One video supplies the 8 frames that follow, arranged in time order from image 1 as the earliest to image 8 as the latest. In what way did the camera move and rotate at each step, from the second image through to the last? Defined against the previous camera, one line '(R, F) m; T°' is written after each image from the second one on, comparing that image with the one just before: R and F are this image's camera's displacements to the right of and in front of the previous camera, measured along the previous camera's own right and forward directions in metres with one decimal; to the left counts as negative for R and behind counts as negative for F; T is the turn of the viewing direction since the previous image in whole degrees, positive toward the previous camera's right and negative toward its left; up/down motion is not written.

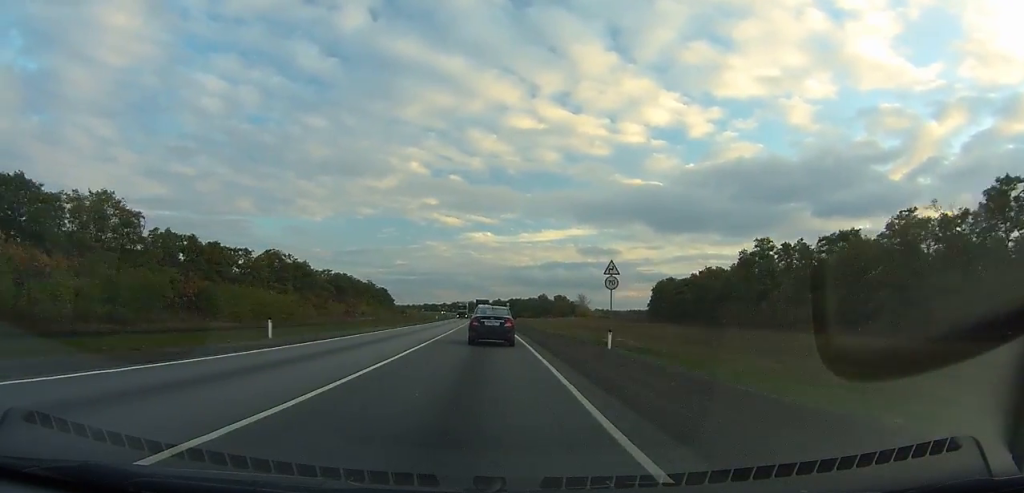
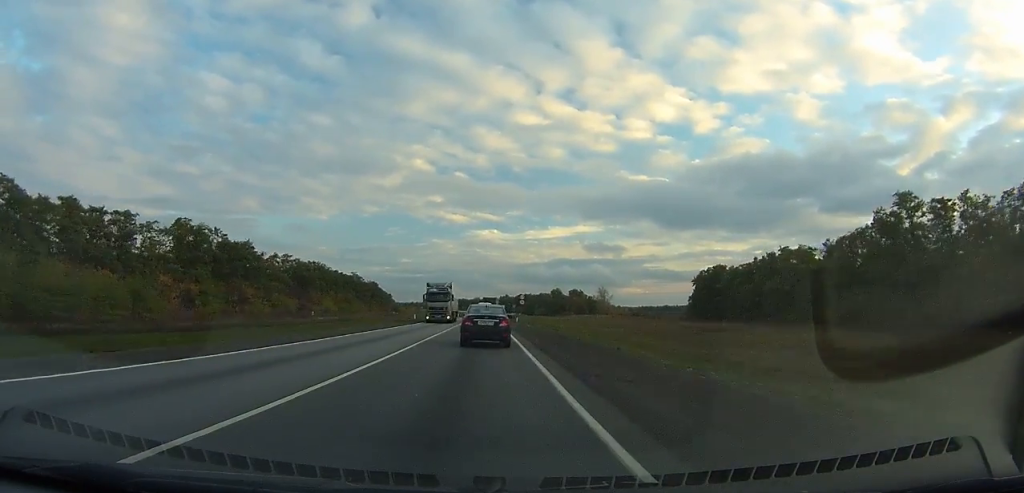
(-0.2, +37.3) m; -1°
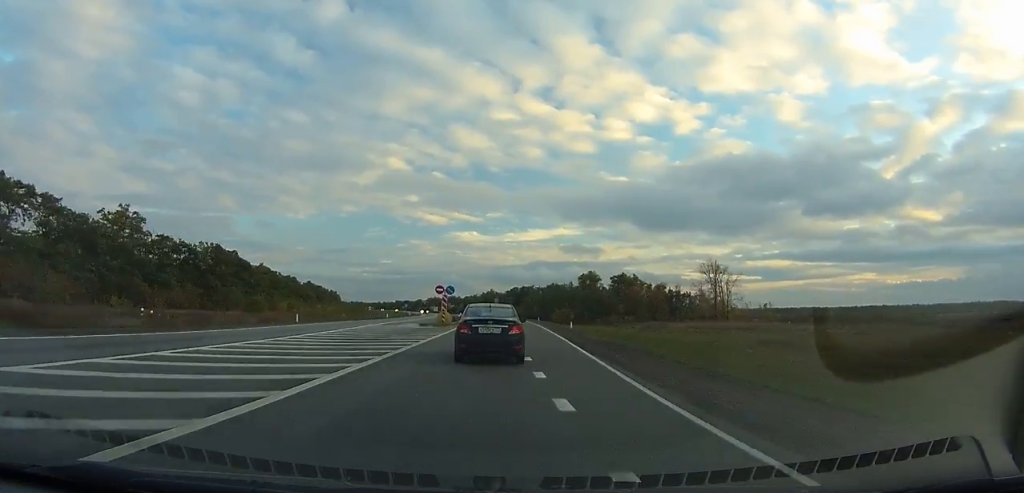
(-1.8, +143.0) m; 0°
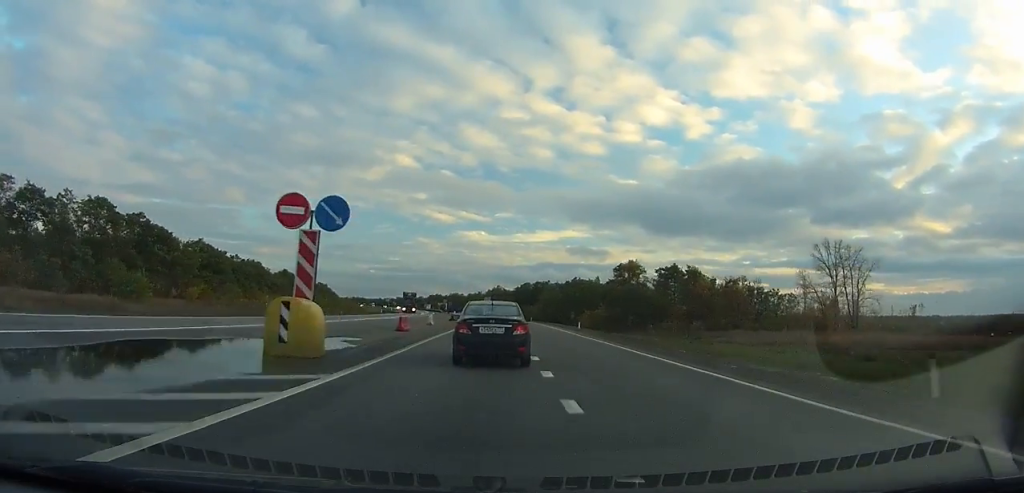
(+0.4, +45.1) m; 0°
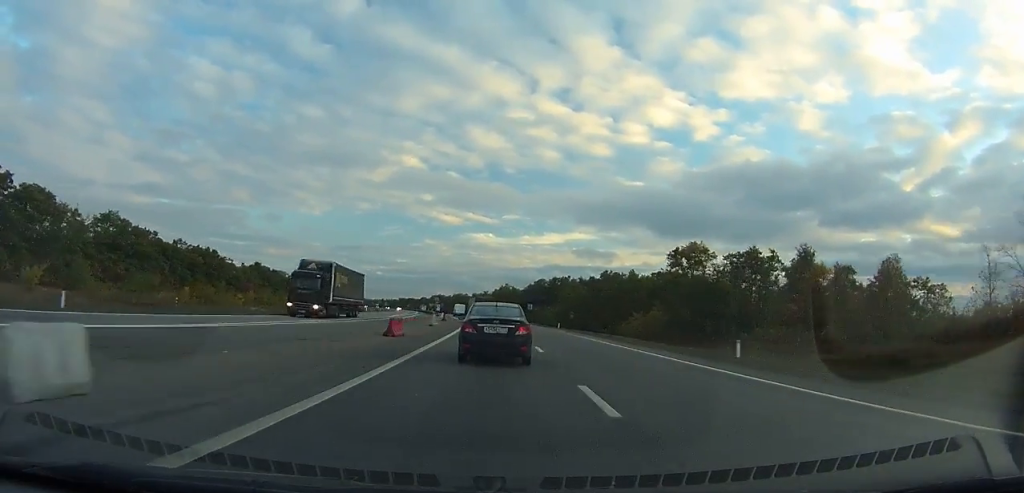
(+0.1, +38.1) m; 0°
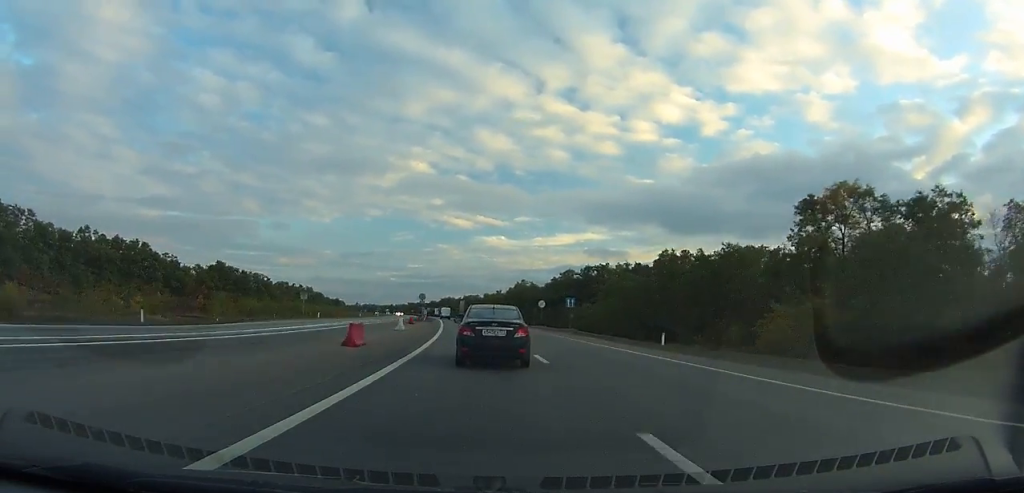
(+0.2, +41.1) m; -1°
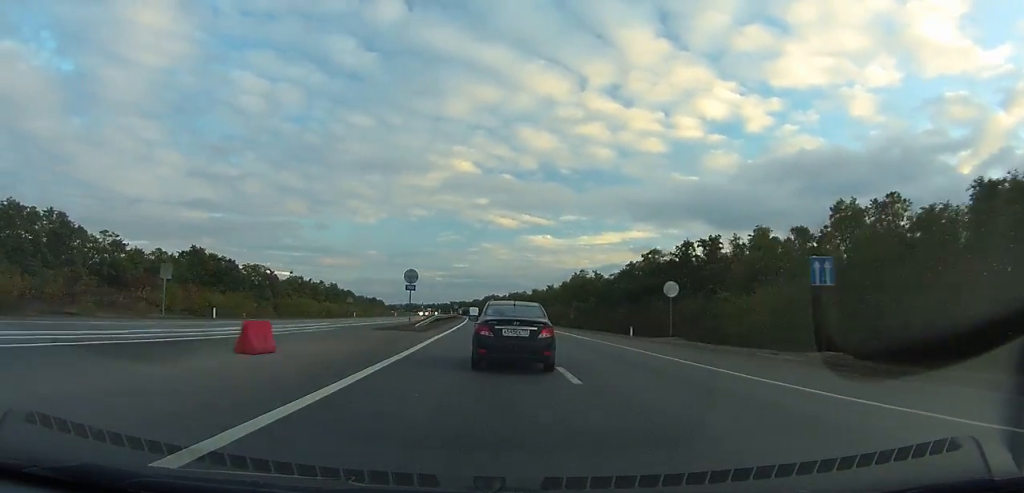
(-0.3, +39.1) m; -2°
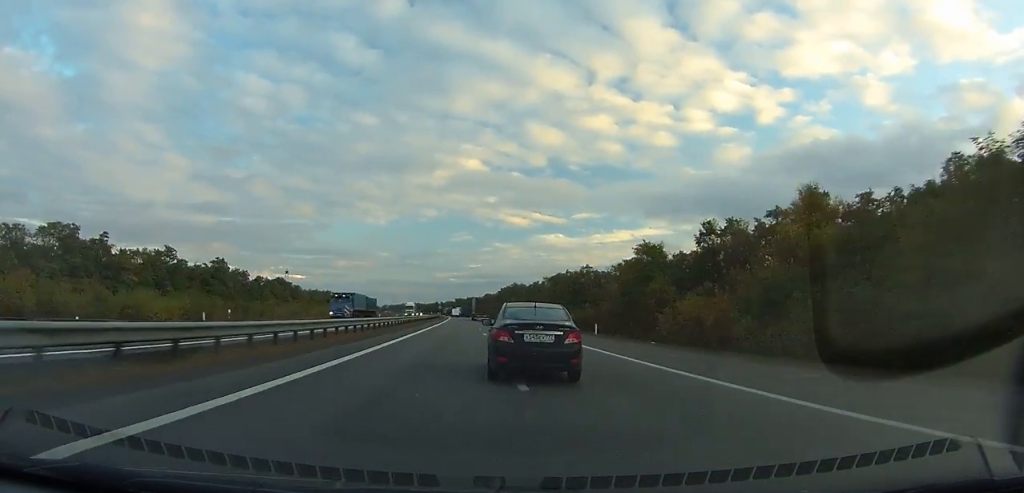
(-8.0, +143.2) m; -5°
